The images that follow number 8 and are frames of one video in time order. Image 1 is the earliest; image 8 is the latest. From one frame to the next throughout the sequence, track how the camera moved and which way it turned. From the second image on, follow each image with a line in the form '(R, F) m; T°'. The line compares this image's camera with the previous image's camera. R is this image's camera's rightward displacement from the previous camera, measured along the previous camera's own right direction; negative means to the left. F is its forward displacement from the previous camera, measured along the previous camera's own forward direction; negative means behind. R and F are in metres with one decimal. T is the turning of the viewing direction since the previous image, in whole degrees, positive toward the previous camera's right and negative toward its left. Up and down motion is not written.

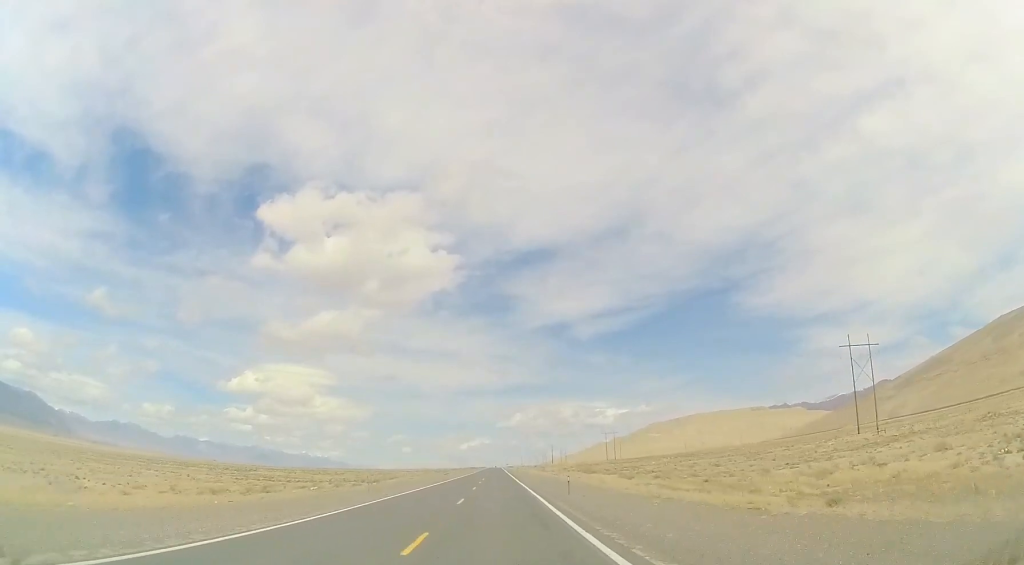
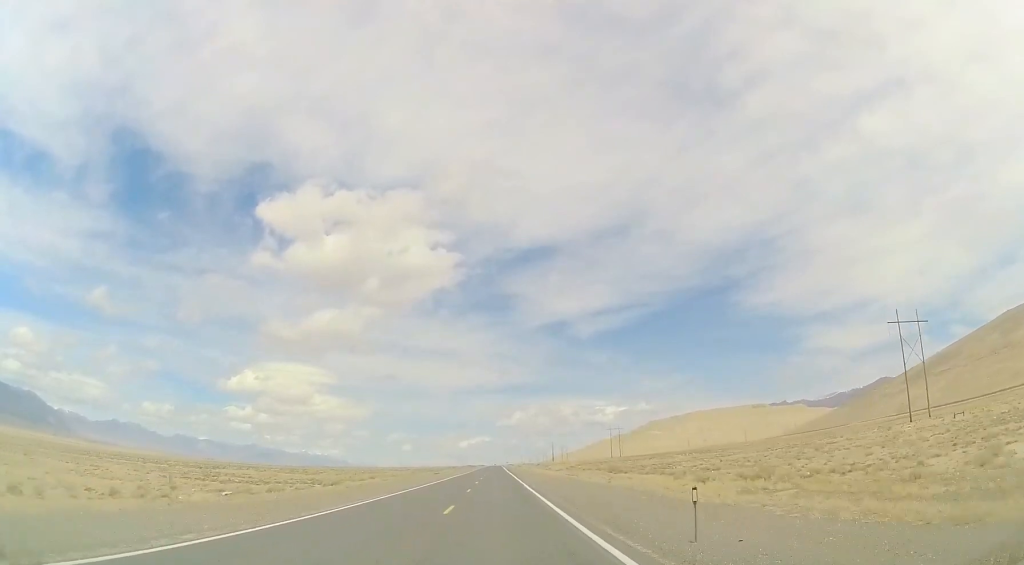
(+0.1, +19.4) m; 0°
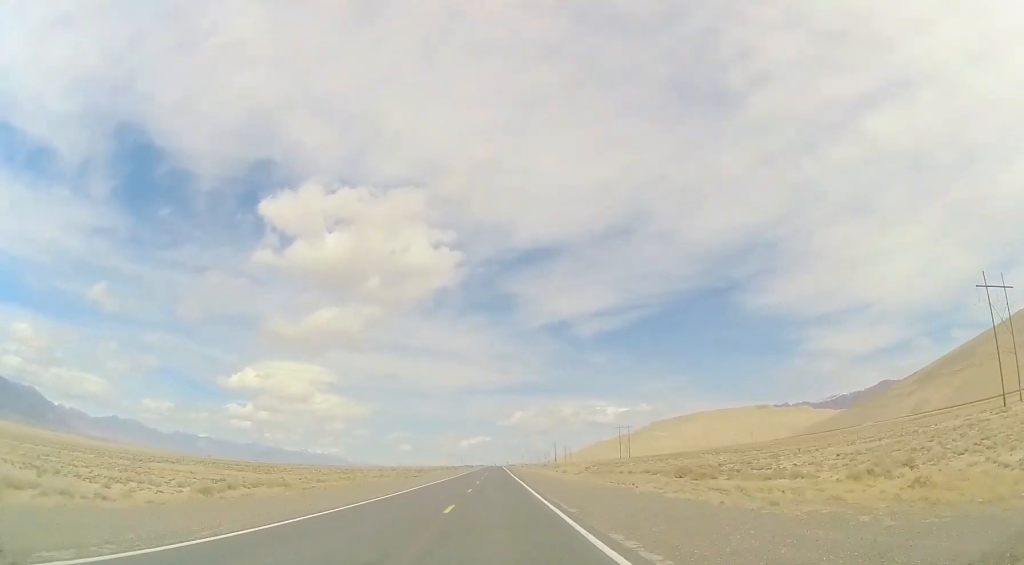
(-0.1, +26.7) m; -1°
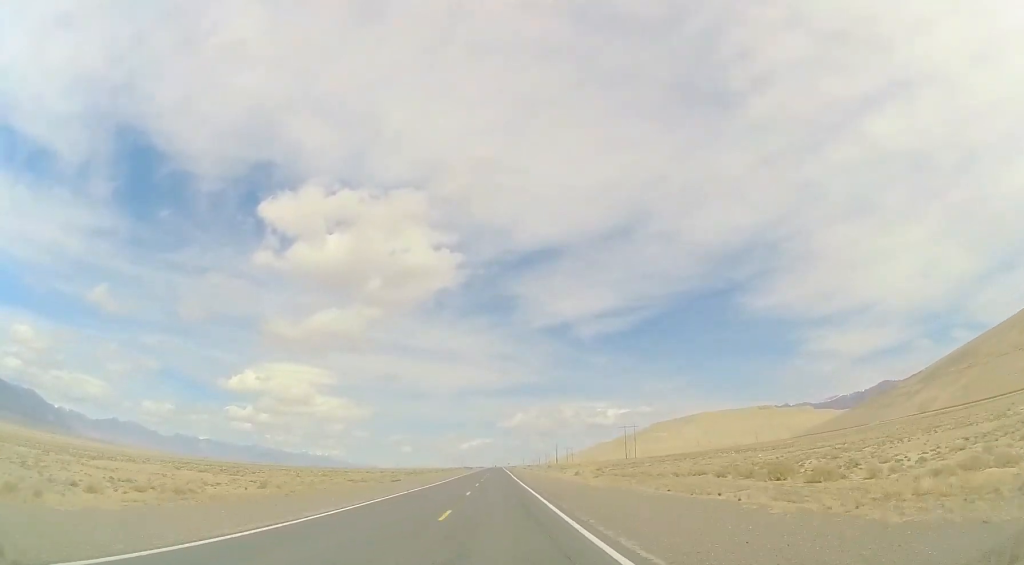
(+0.1, +15.8) m; 0°
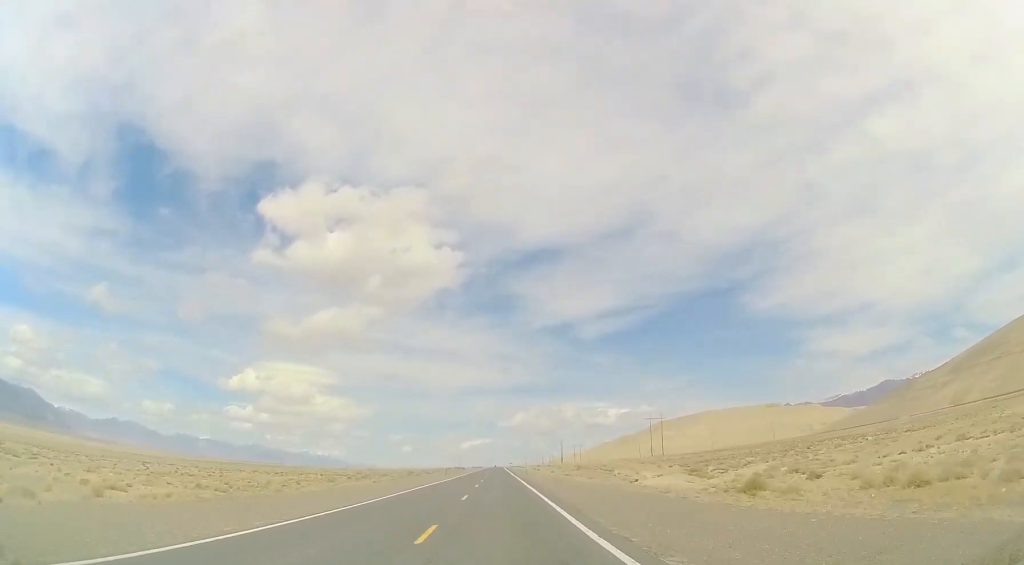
(0.0, +59.5) m; +1°
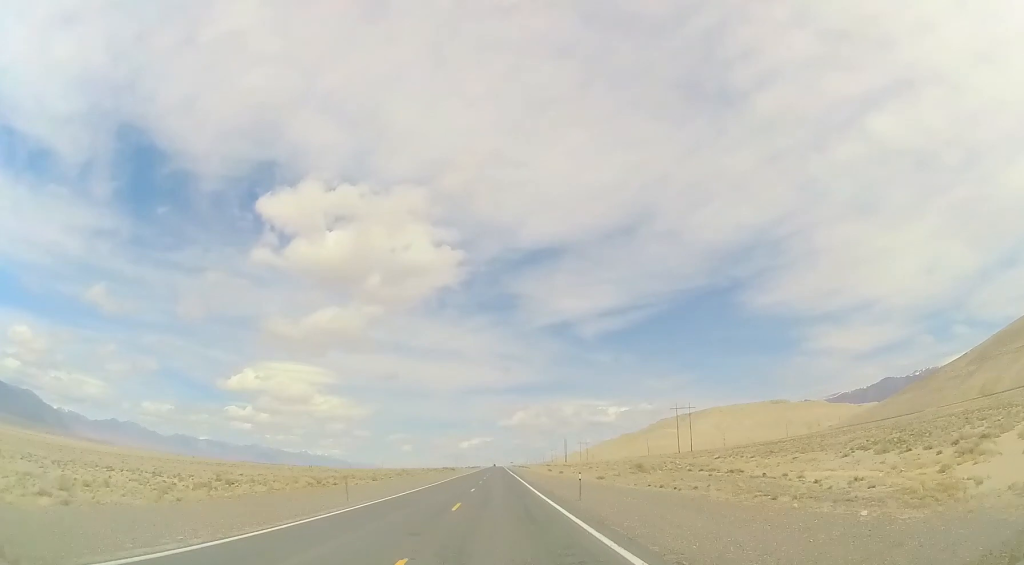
(0.0, +46.2) m; 0°
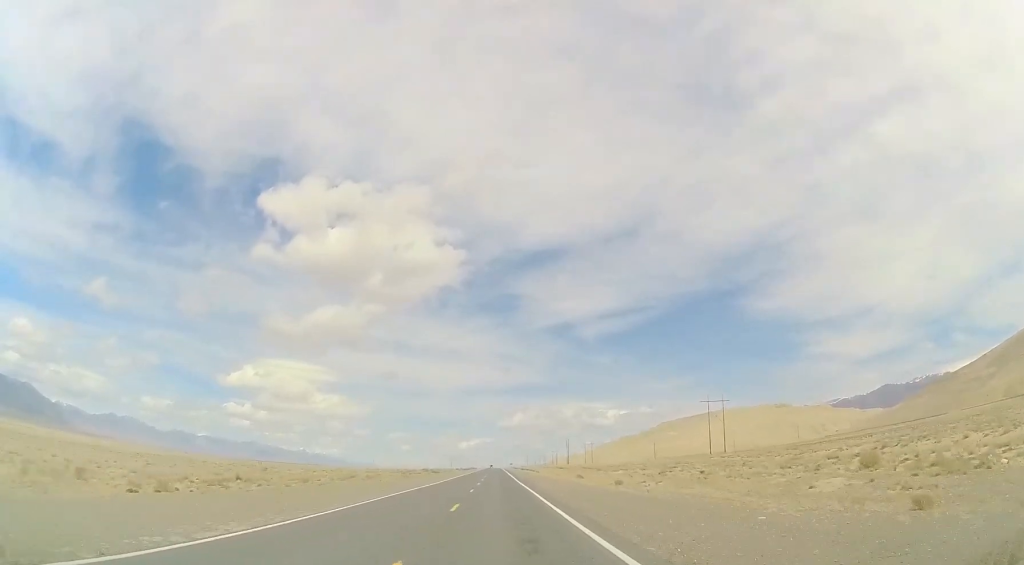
(+0.2, +41.3) m; 0°
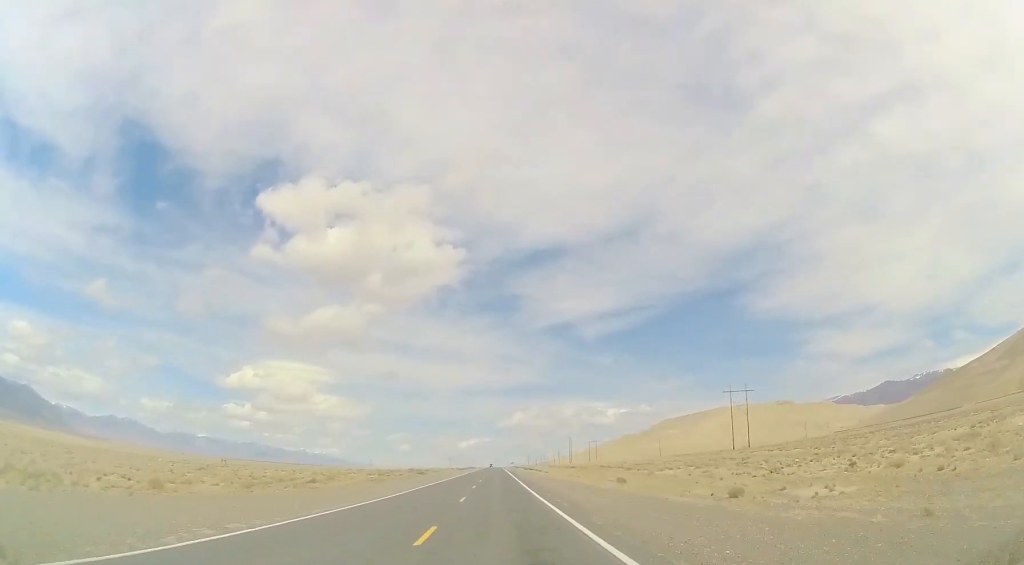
(-0.2, +21.7) m; 0°
